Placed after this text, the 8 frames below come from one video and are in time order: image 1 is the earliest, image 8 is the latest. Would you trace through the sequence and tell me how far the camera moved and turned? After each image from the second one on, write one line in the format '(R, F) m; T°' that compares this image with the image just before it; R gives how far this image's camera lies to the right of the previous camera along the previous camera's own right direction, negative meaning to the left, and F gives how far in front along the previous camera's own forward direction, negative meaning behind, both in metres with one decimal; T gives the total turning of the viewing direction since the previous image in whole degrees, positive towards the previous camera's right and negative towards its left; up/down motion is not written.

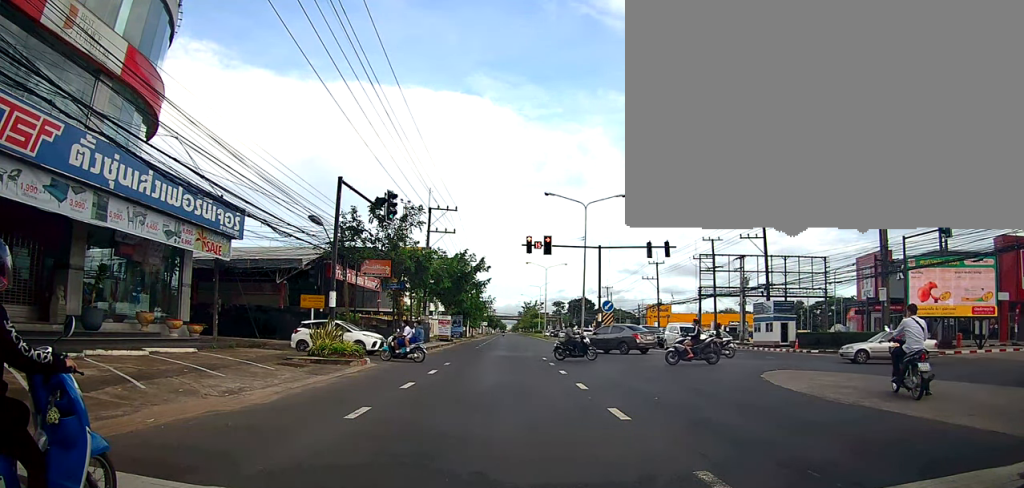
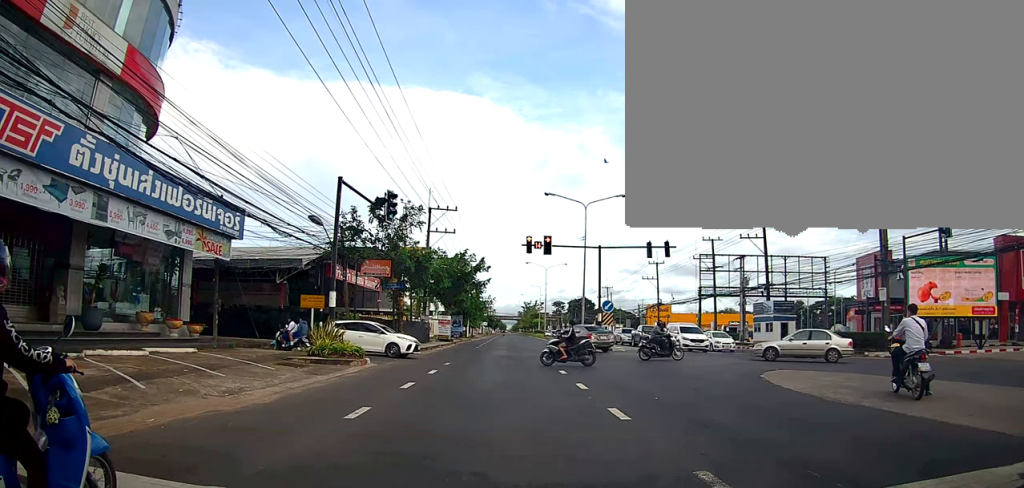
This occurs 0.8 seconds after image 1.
(0.0, 0.0) m; 0°
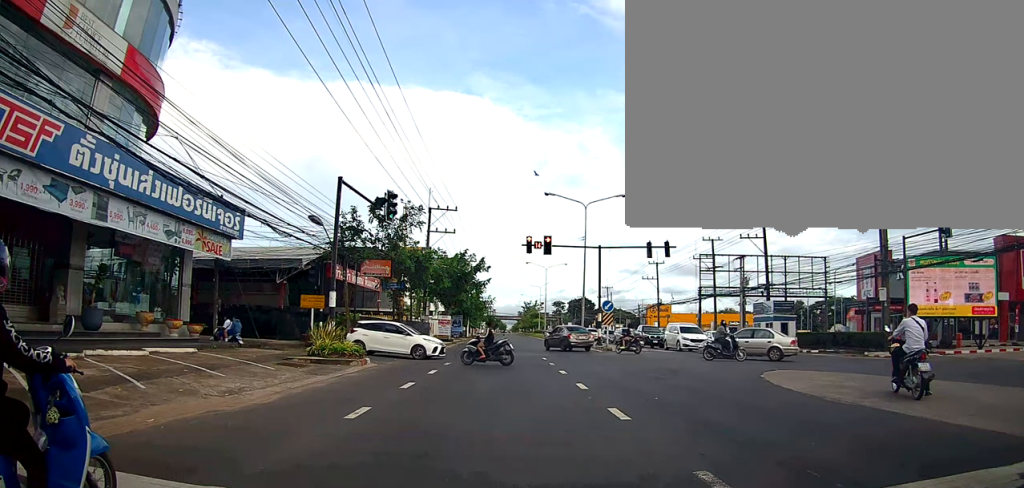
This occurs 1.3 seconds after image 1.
(0.0, 0.0) m; 0°
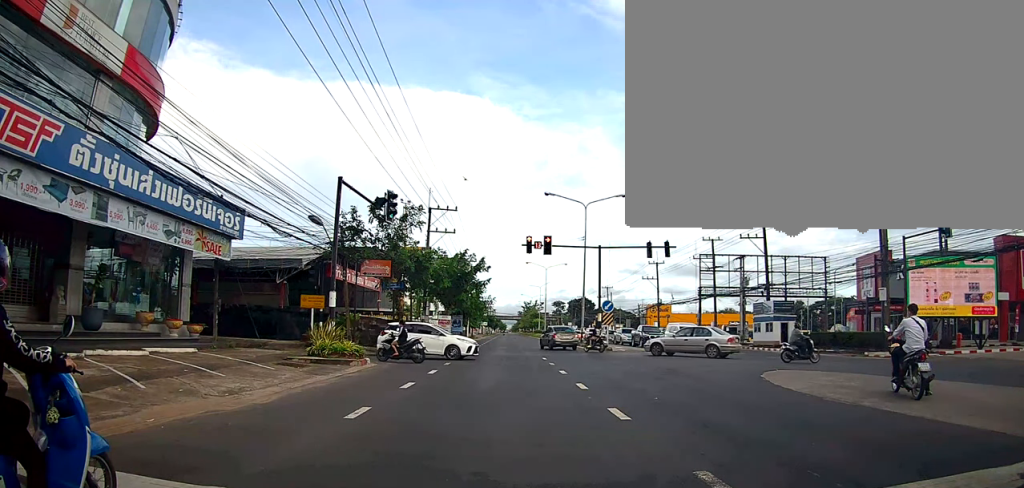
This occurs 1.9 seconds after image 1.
(0.0, 0.0) m; 0°
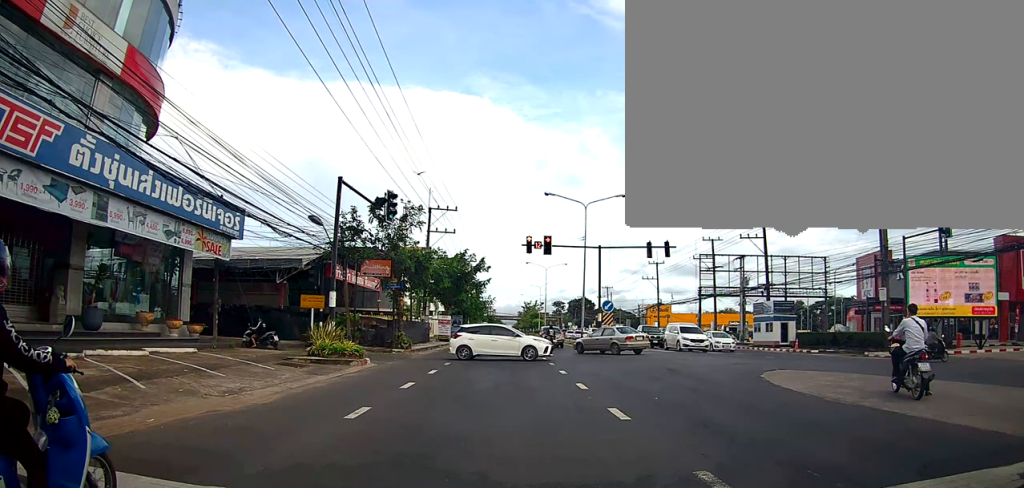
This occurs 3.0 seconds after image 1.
(0.0, 0.0) m; 0°
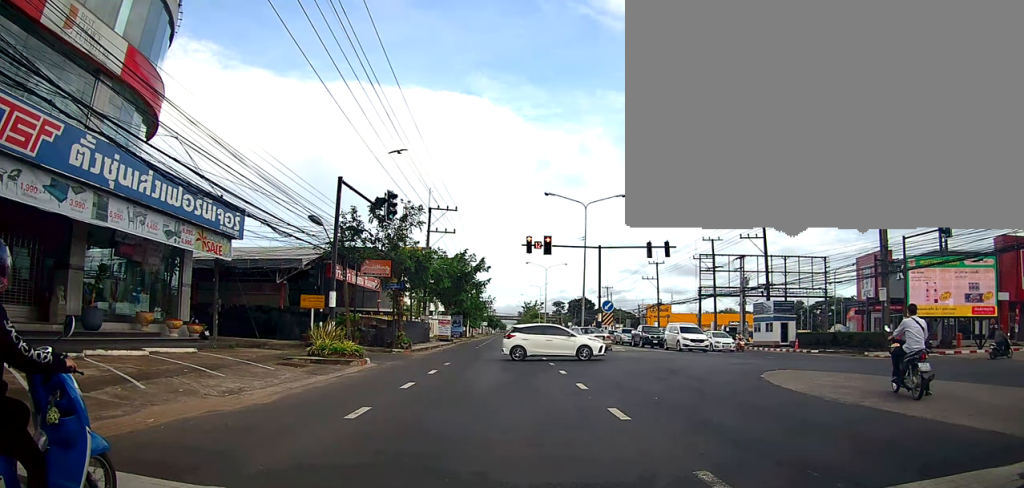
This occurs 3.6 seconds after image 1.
(0.0, 0.0) m; 0°
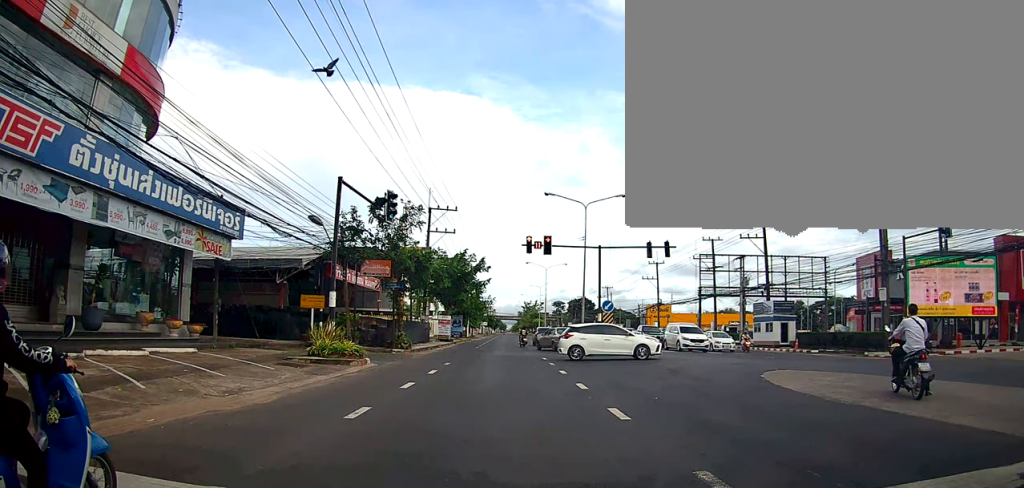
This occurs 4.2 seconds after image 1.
(0.0, 0.0) m; 0°
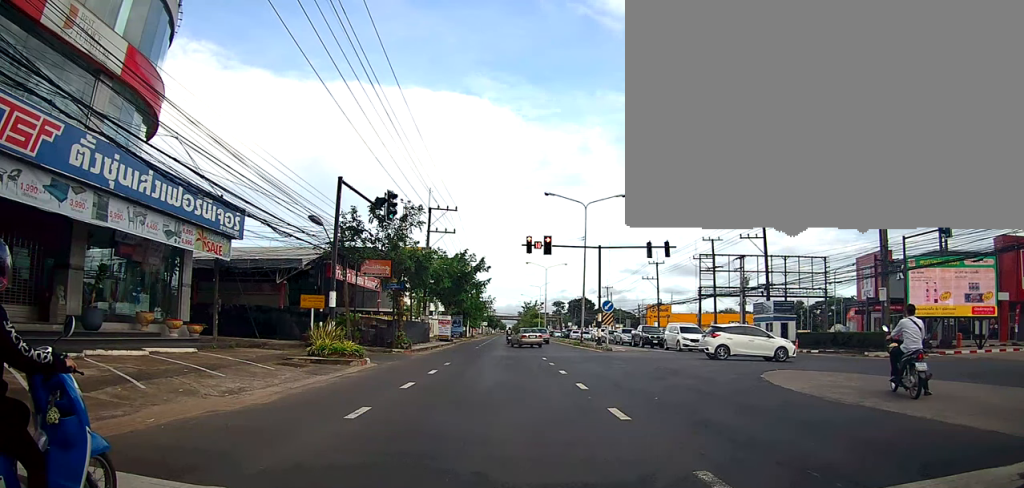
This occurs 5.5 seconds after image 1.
(0.0, 0.0) m; 0°
